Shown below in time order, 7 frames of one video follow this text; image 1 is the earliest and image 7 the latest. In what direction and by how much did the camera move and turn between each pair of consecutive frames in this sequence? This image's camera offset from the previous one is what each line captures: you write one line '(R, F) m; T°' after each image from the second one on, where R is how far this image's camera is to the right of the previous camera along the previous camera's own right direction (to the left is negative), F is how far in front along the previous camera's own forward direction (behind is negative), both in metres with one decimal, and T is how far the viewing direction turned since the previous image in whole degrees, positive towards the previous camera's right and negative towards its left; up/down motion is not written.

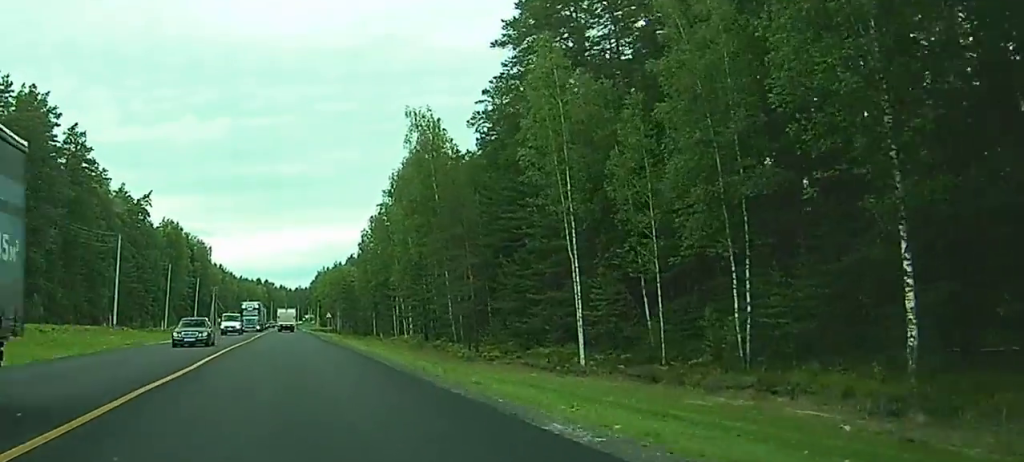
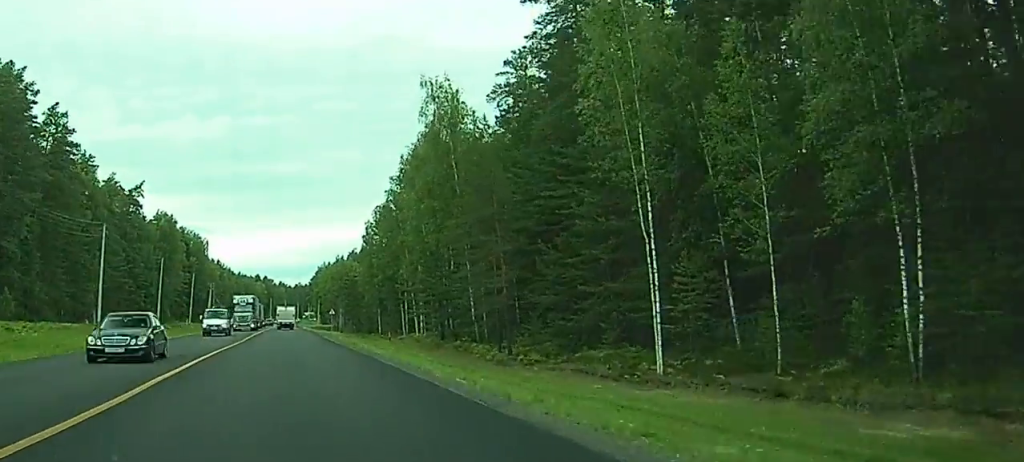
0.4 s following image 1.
(0.0, +10.2) m; 0°
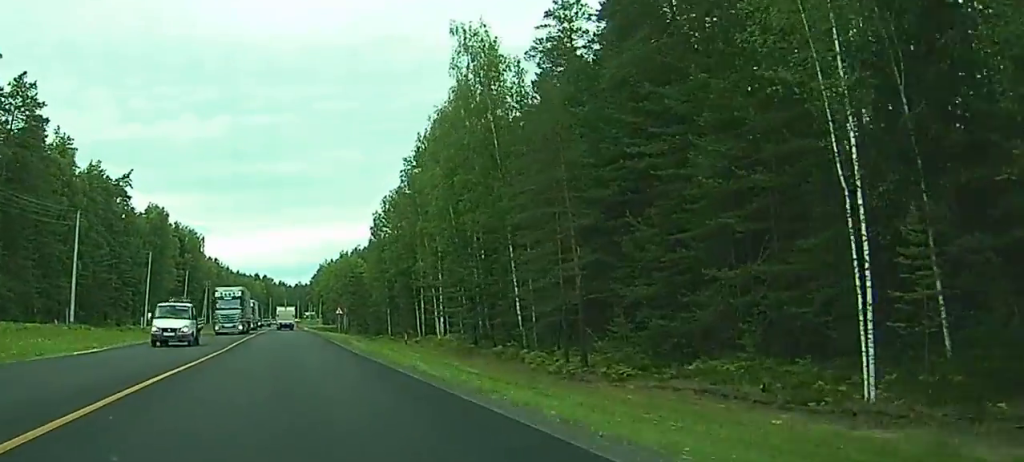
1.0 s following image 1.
(+0.1, +14.5) m; 0°
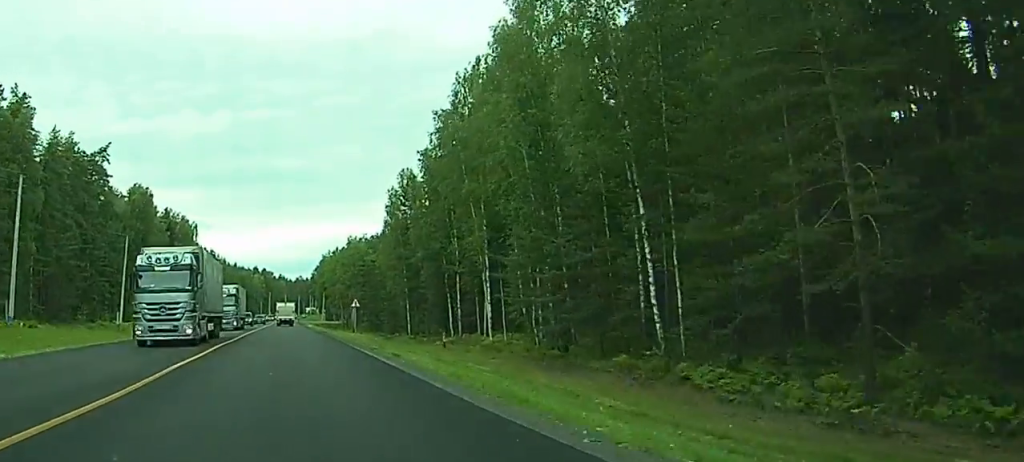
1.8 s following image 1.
(+0.1, +22.3) m; 0°
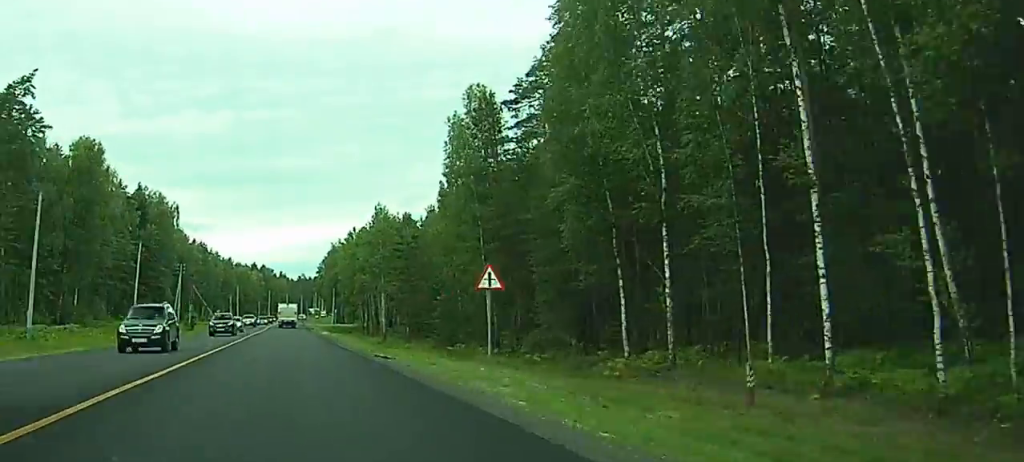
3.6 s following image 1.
(-0.2, +46.8) m; 0°
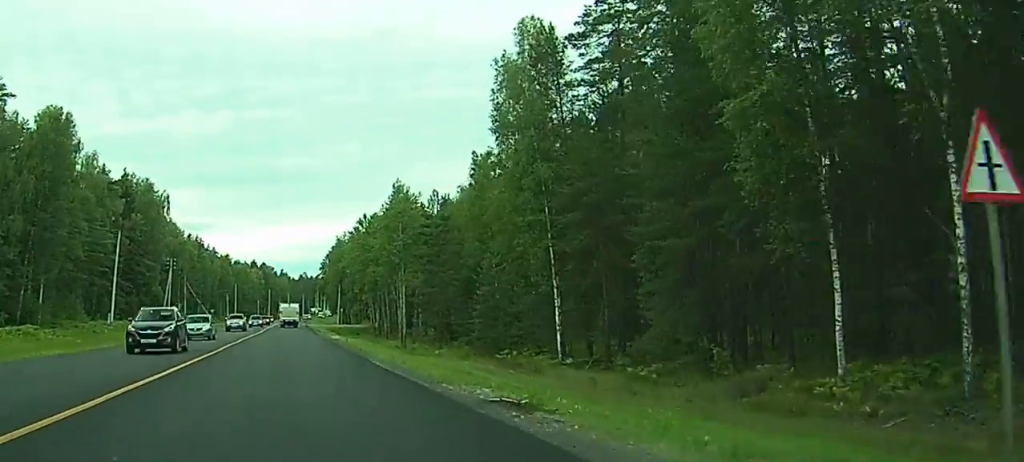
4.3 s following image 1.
(0.0, +18.3) m; 0°
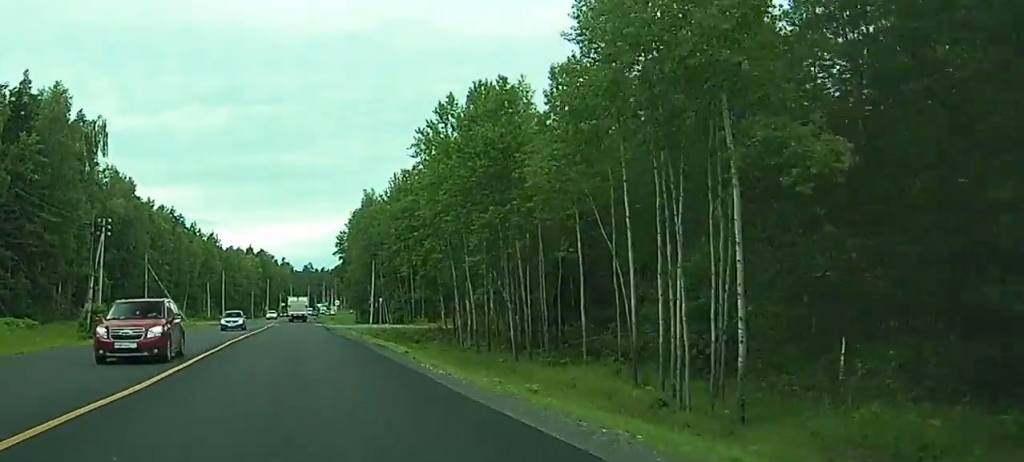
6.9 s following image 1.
(-0.8, +68.4) m; -1°
